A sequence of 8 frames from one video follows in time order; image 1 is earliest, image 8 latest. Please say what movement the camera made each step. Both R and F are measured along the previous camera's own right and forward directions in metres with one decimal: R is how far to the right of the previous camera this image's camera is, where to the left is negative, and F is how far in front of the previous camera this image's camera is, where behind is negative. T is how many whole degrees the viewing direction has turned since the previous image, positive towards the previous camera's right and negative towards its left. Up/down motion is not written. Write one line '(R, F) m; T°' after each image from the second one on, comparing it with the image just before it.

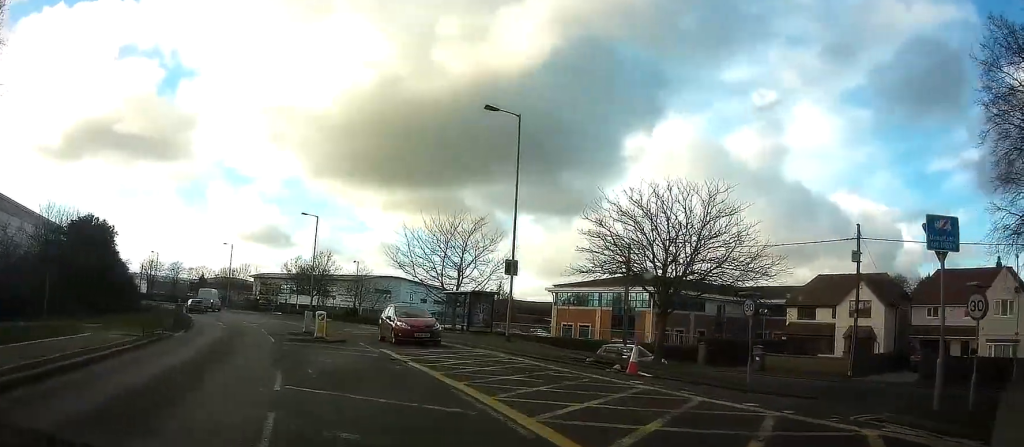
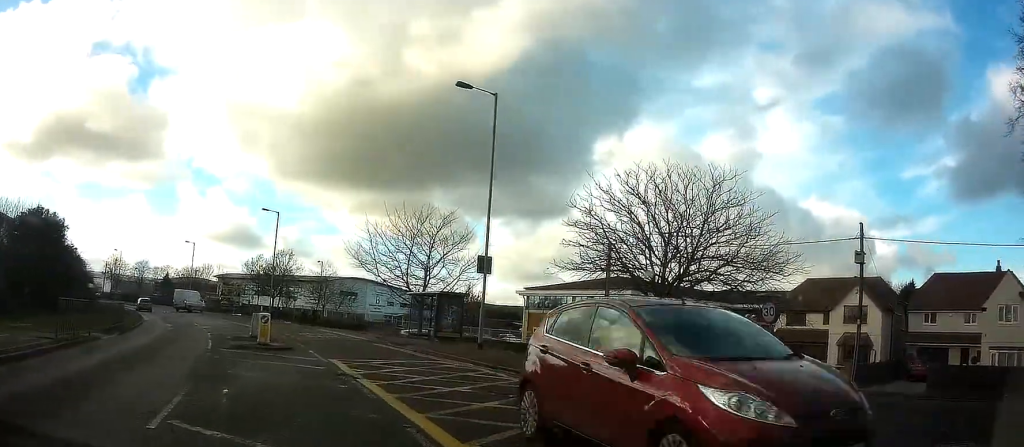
(0.0, +5.8) m; +7°
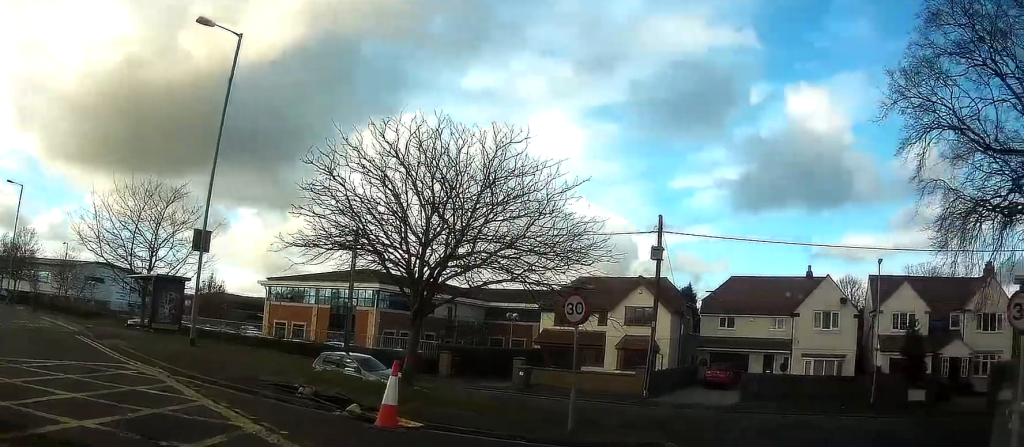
(+1.4, +5.0) m; +31°
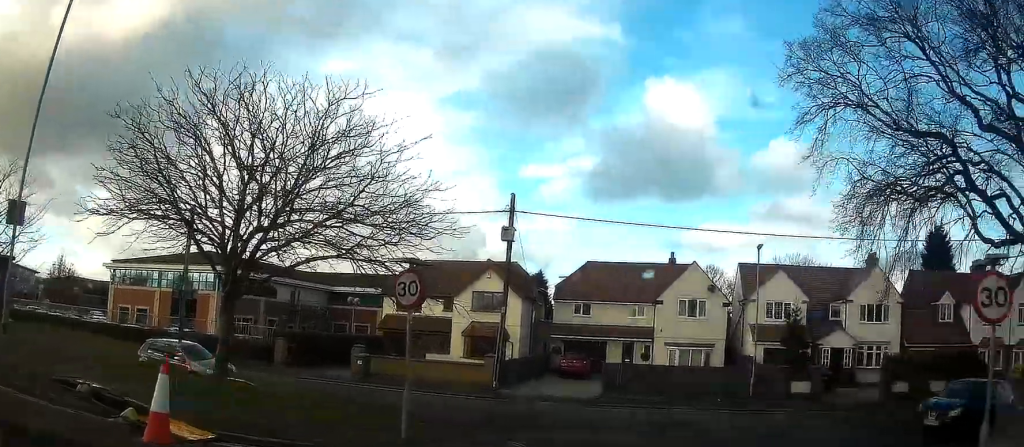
(0.0, +1.5) m; +11°
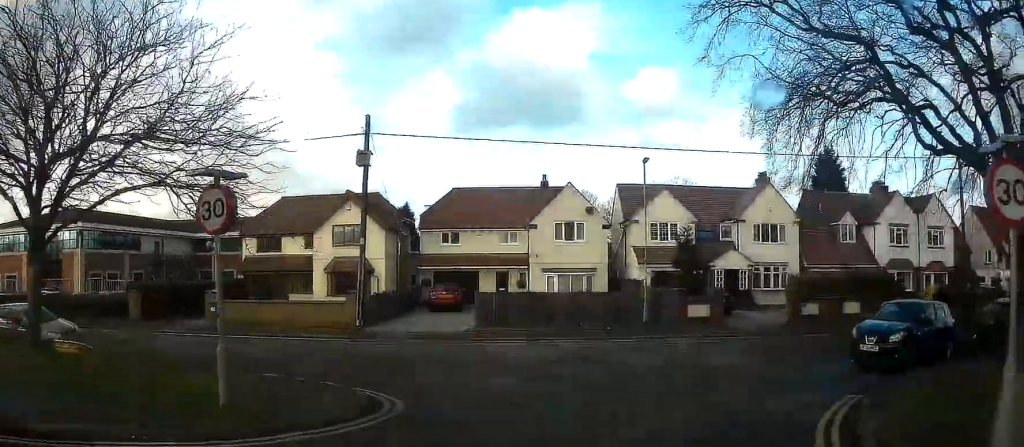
(+0.3, +1.7) m; +9°
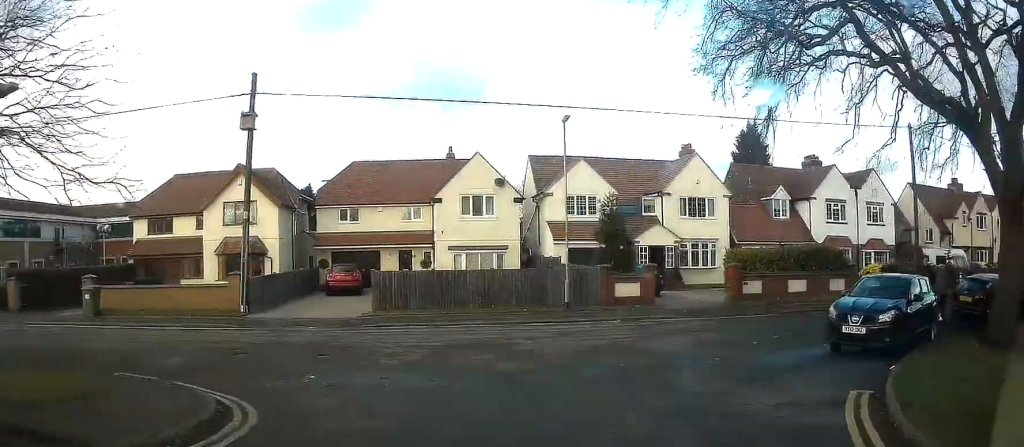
(+0.3, +2.3) m; +8°
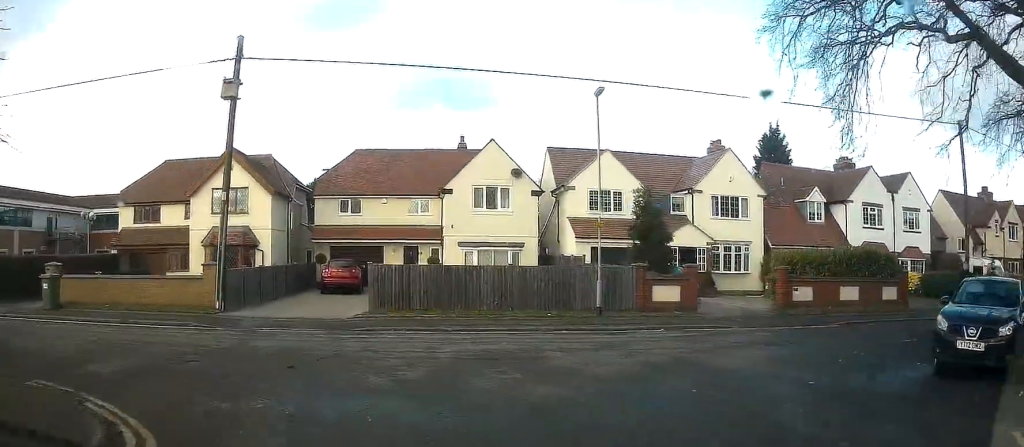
(0.0, +2.8) m; 0°
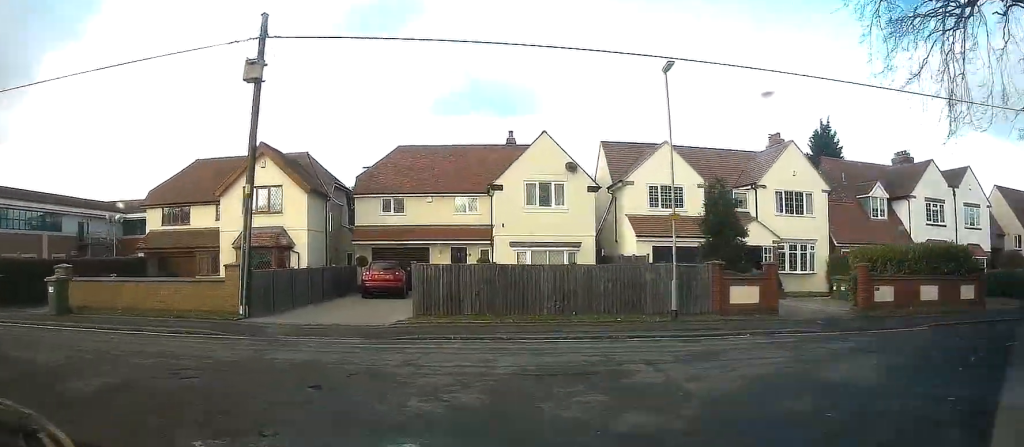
(0.0, +2.1) m; -2°
